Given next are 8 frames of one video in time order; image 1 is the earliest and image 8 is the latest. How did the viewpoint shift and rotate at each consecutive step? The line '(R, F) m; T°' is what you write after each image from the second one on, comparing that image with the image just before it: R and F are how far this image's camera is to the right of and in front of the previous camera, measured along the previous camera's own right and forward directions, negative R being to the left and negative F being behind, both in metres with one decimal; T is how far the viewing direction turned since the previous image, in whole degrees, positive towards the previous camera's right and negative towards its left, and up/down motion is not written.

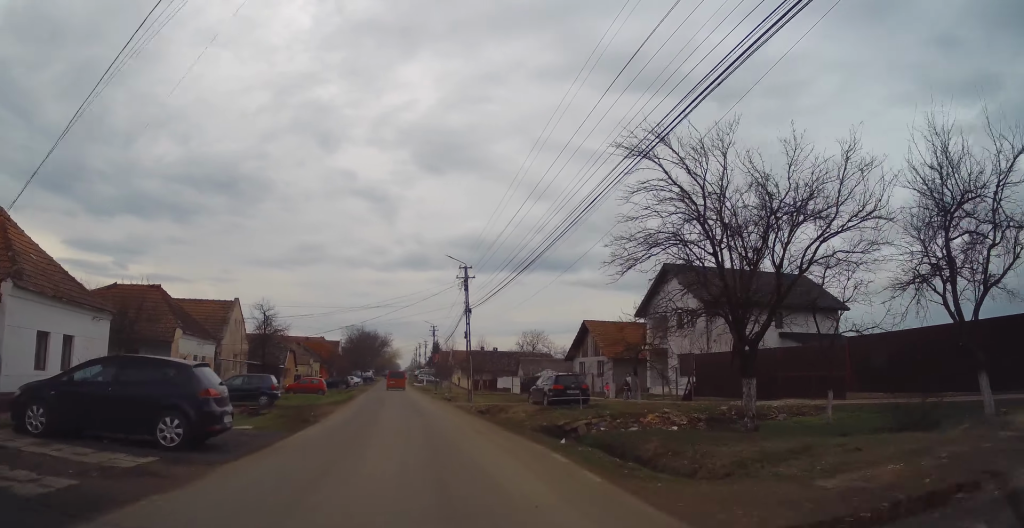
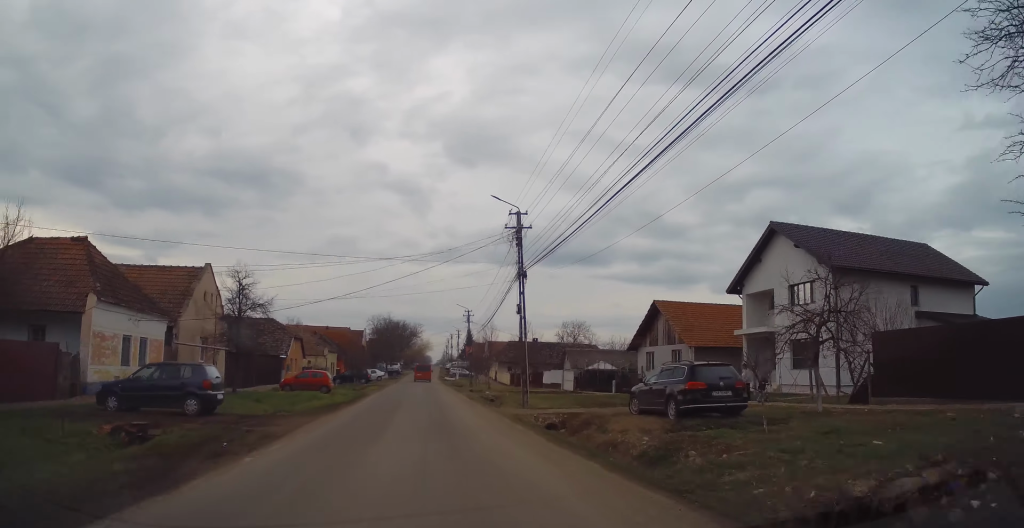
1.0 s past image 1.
(0.0, +10.7) m; 0°
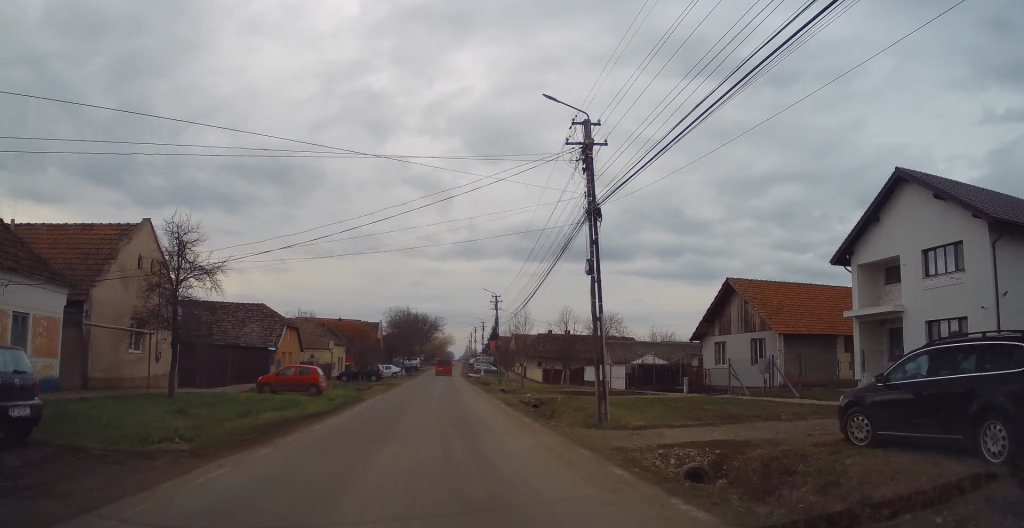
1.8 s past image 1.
(0.0, +8.9) m; 0°
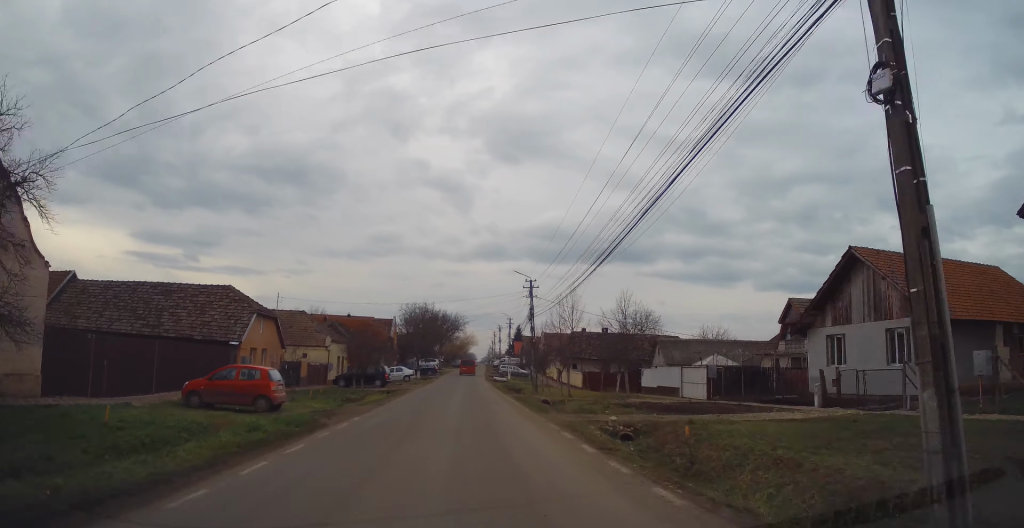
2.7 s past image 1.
(0.0, +11.1) m; -2°
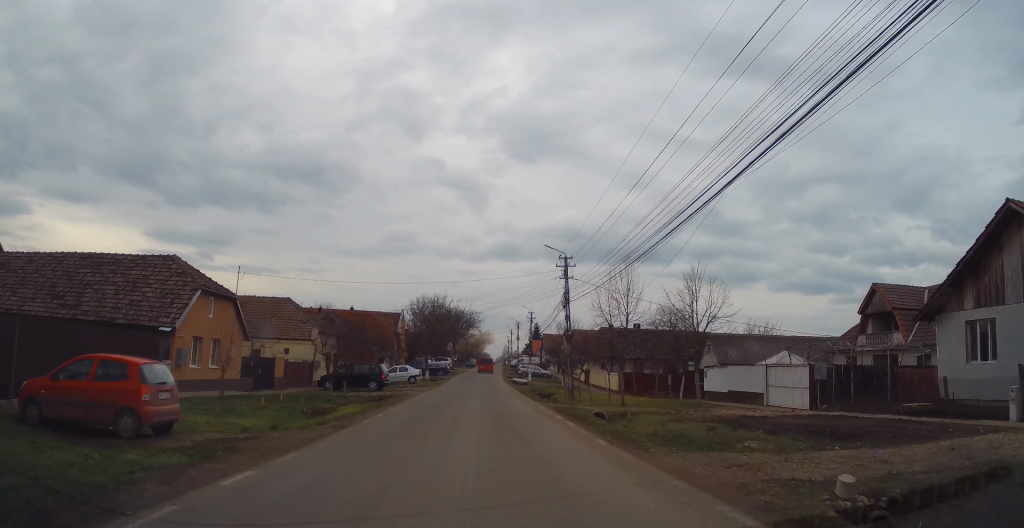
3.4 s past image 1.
(-0.1, +9.1) m; -1°
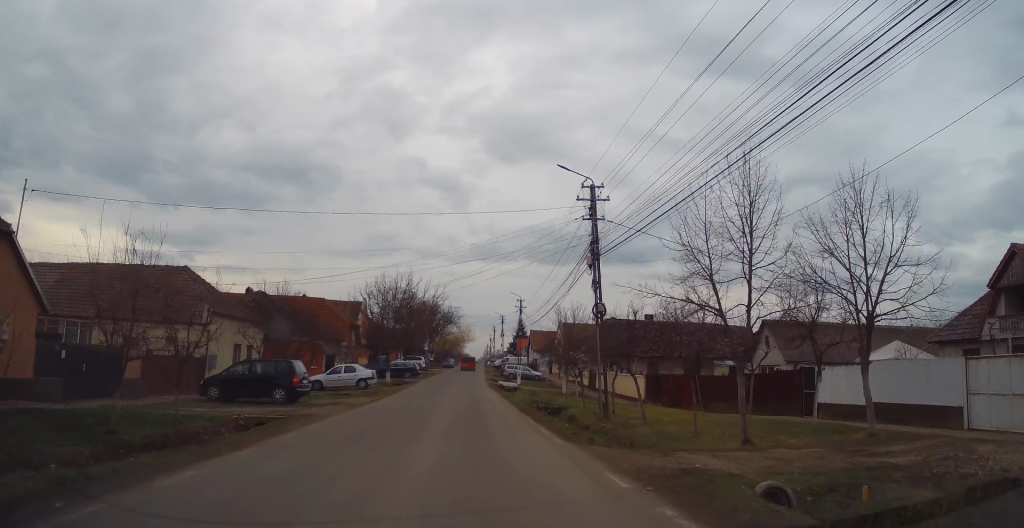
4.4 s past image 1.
(-0.1, +13.7) m; +1°
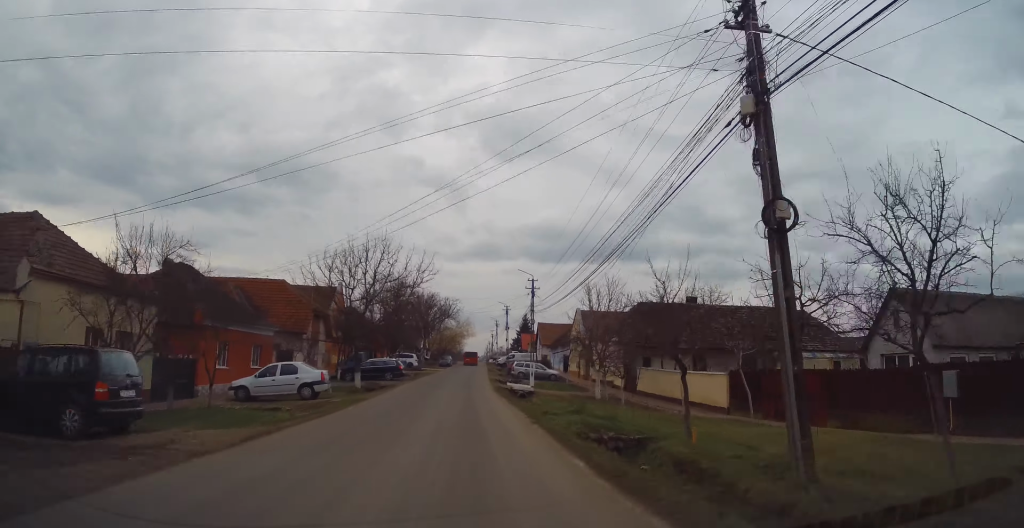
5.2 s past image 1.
(+0.3, +12.4) m; +1°
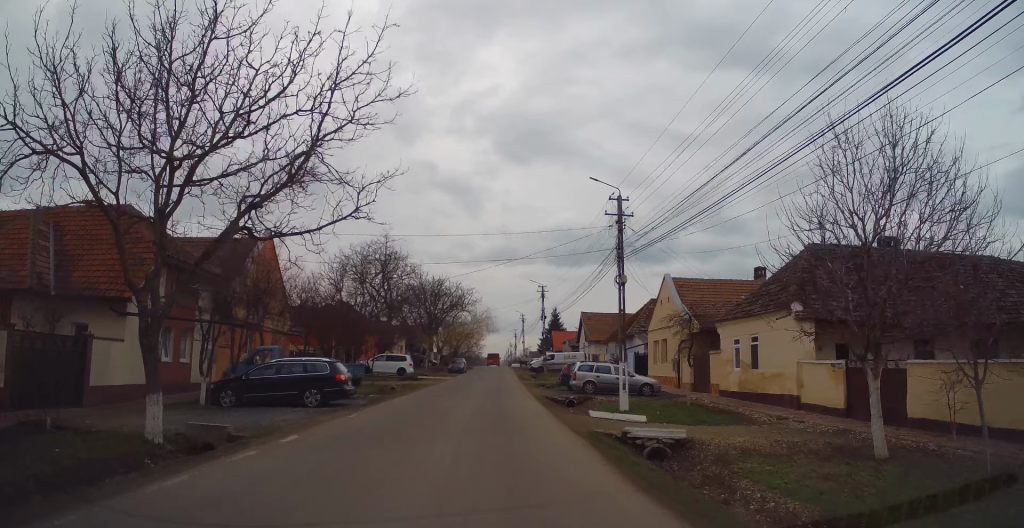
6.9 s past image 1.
(-0.8, +24.6) m; -2°
